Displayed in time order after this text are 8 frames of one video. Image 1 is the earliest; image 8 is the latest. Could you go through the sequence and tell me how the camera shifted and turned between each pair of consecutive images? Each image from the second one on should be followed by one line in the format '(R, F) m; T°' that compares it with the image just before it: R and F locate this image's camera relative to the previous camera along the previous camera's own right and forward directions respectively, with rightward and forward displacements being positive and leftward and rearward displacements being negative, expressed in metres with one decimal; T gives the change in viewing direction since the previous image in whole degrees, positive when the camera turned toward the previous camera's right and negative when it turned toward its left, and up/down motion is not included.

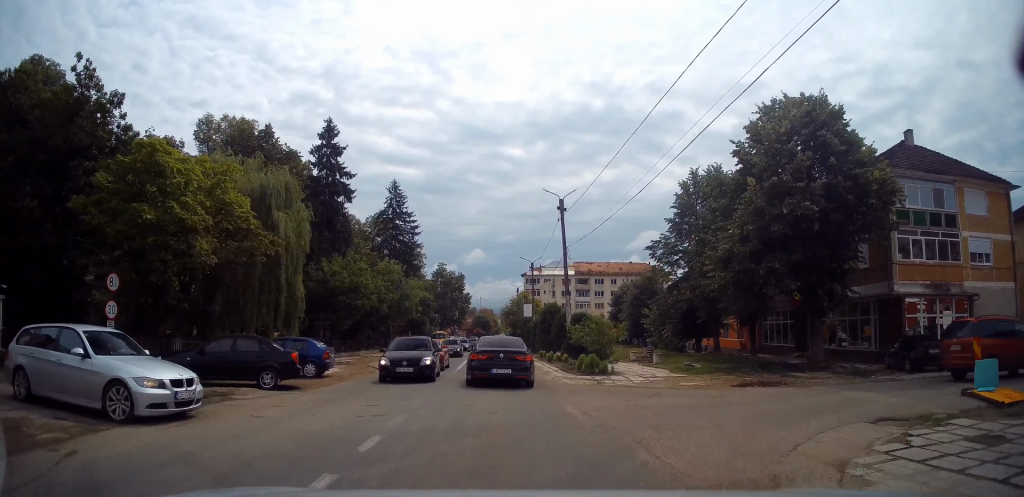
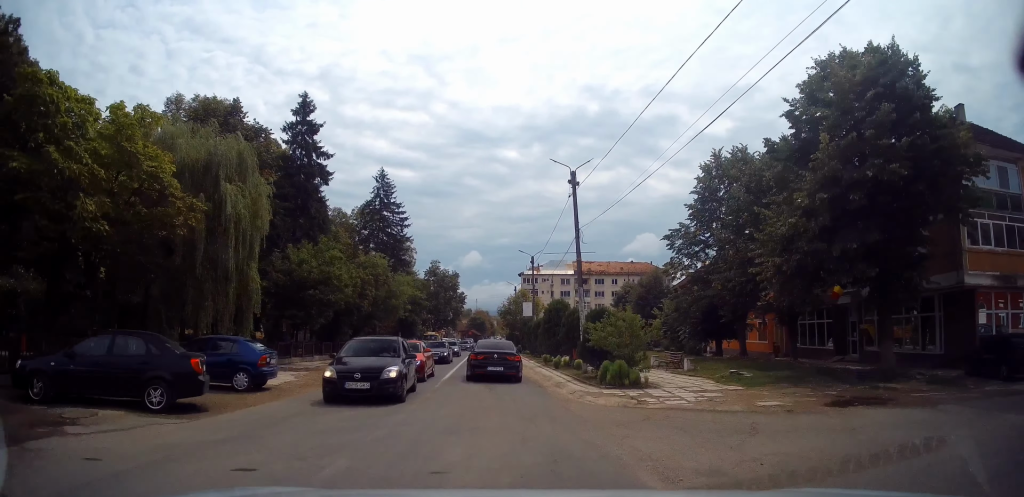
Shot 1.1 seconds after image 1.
(+0.3, +5.1) m; -2°
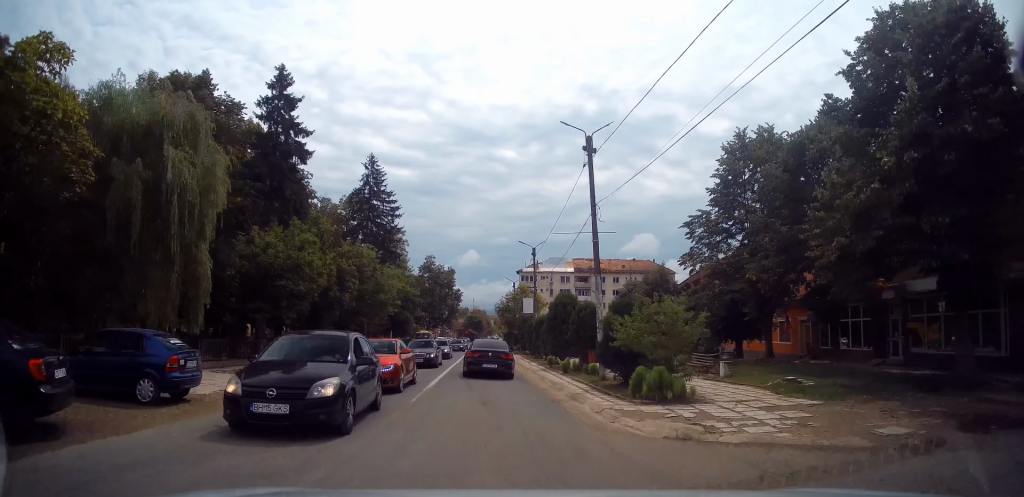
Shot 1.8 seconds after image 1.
(-0.2, +3.8) m; -3°
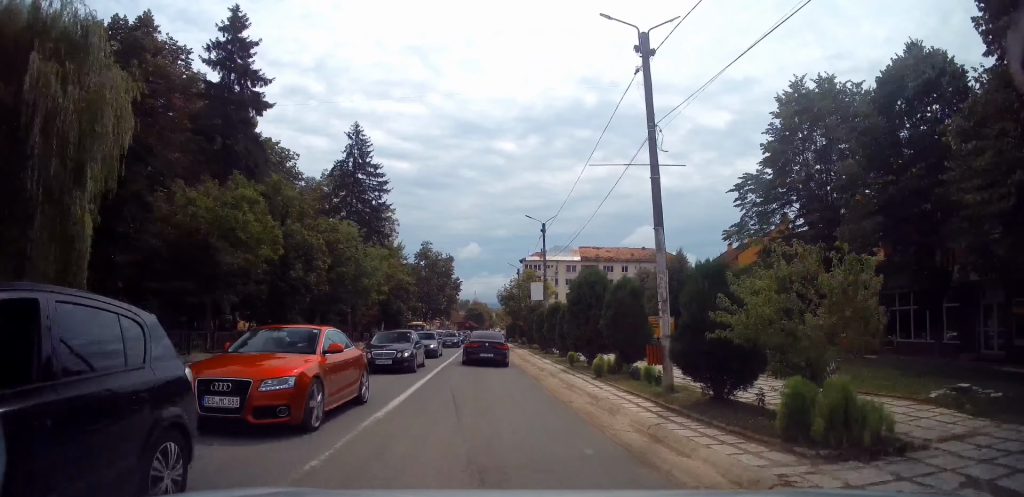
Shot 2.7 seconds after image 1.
(-0.1, +6.2) m; +1°
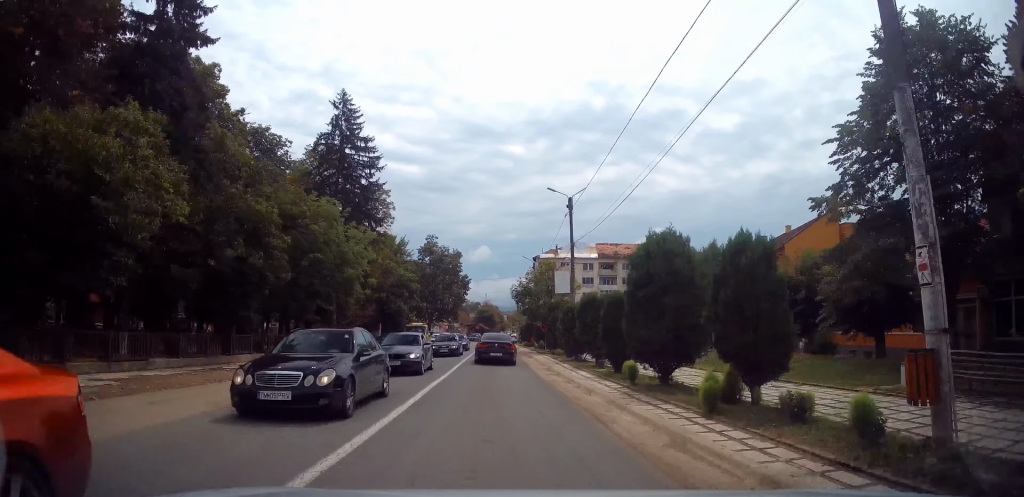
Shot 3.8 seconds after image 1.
(+0.3, +7.6) m; +2°
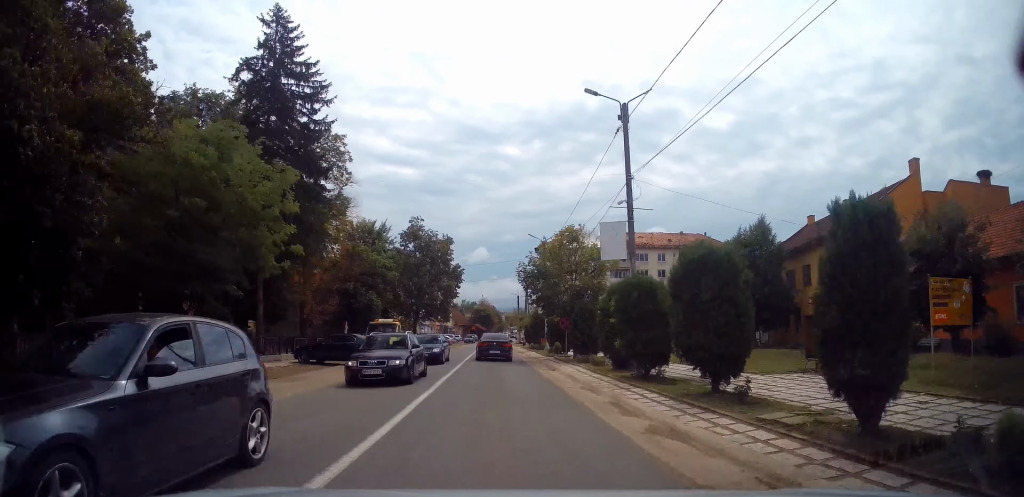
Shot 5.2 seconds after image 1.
(-0.1, +12.4) m; -1°
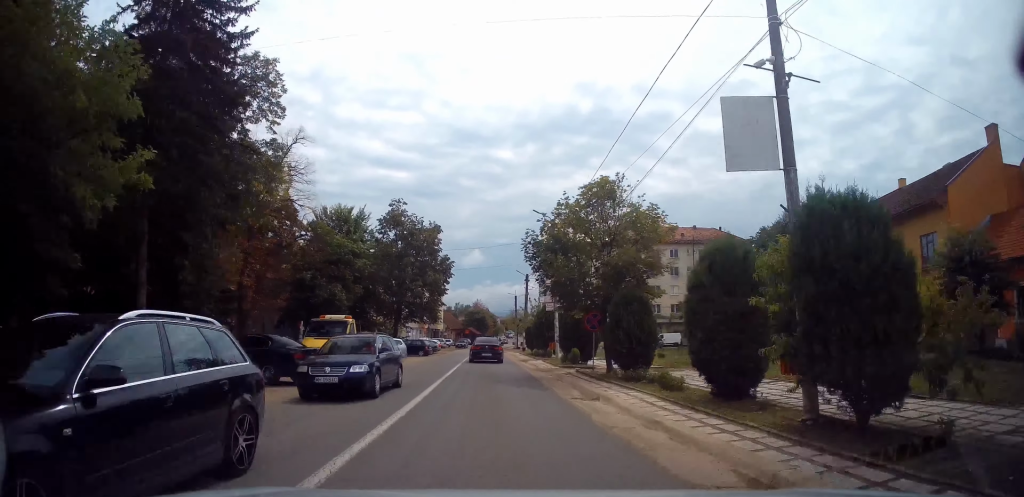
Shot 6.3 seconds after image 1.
(0.0, +9.5) m; 0°
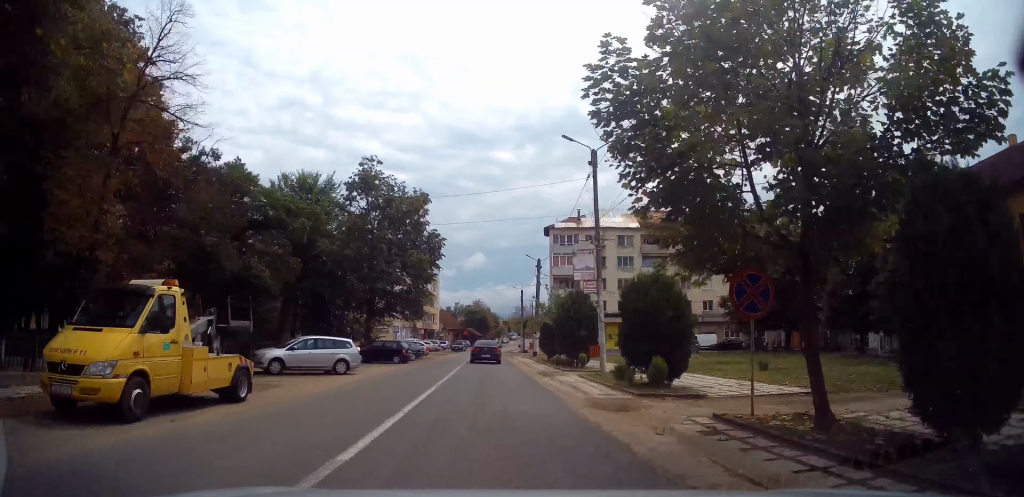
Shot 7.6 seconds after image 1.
(-0.2, +13.0) m; -1°
